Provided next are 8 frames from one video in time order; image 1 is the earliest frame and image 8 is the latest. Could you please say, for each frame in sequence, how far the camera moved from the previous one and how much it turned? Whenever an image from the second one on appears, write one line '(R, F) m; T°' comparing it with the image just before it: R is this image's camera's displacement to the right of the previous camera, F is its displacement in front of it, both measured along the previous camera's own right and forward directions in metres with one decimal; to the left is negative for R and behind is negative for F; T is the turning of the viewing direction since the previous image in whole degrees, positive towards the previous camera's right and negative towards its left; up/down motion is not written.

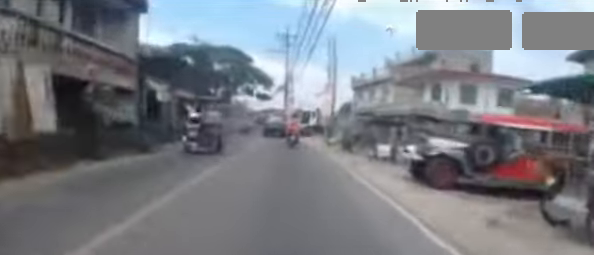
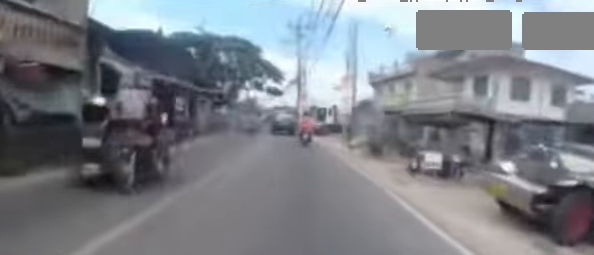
(0.0, +3.1) m; 0°
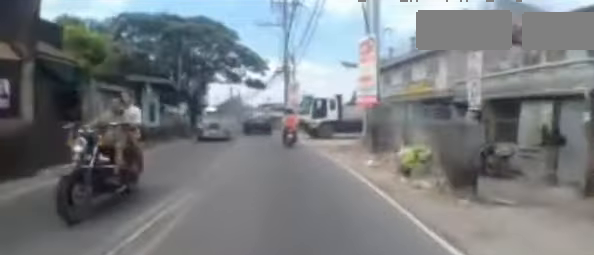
(0.0, +7.6) m; -3°
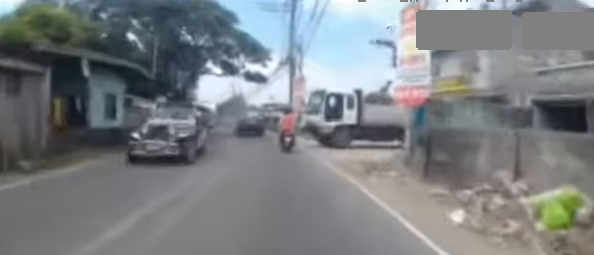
(-0.2, +4.2) m; -1°
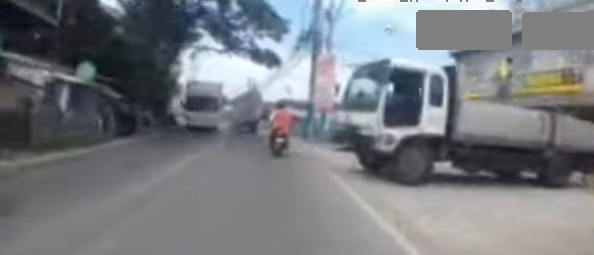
(0.0, +7.2) m; 0°
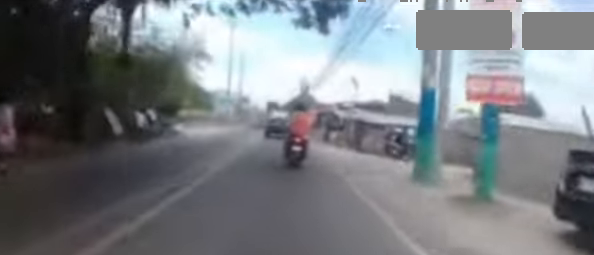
(-0.6, +10.3) m; -5°
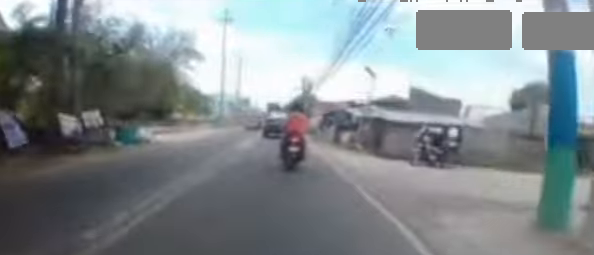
(0.0, +3.9) m; -3°
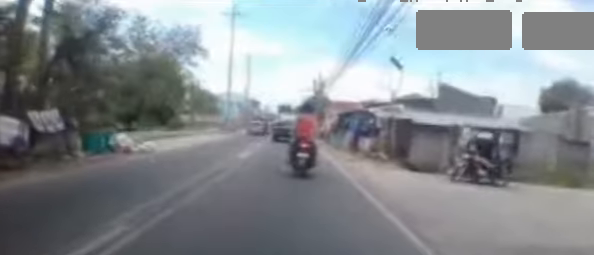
(+0.1, +2.3) m; -3°
